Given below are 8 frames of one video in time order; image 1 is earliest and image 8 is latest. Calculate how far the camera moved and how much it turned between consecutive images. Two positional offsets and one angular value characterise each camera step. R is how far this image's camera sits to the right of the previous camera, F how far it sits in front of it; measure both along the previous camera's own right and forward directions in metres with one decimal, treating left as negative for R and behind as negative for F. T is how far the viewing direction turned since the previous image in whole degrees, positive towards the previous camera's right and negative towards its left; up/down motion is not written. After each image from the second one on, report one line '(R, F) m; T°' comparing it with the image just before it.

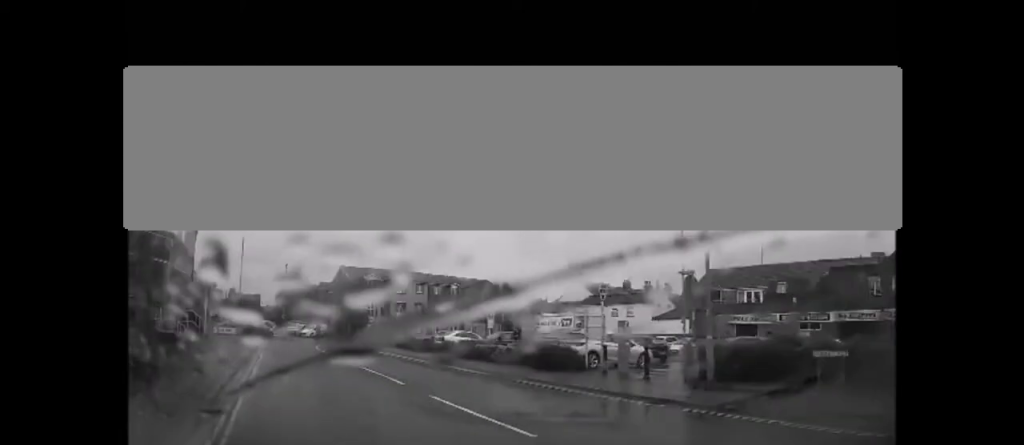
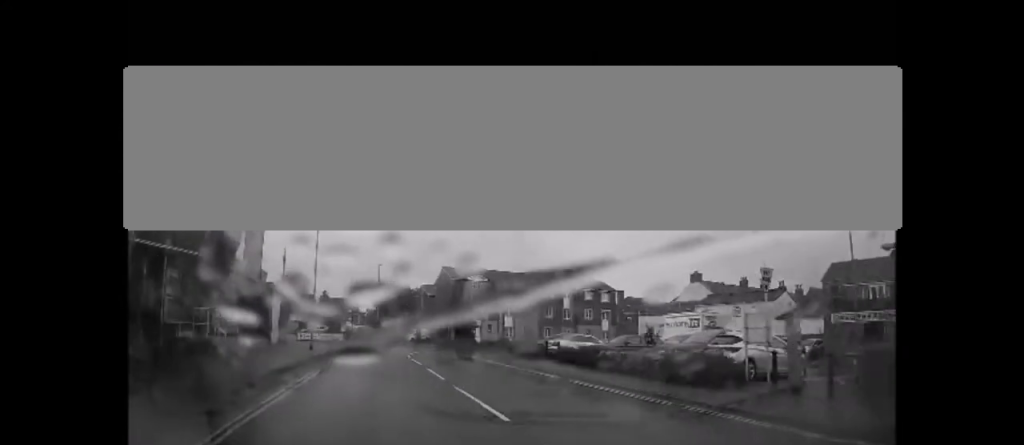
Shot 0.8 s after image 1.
(-0.3, +4.3) m; -12°
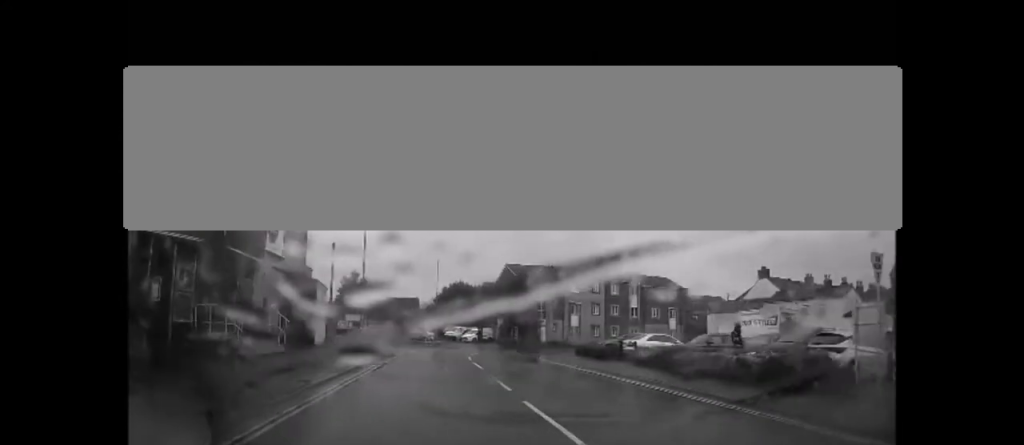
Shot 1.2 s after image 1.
(-0.3, +2.5) m; -6°
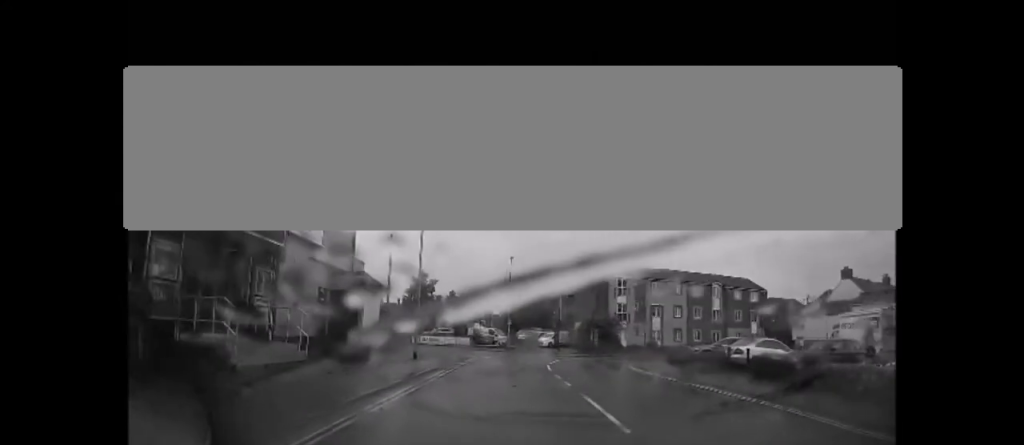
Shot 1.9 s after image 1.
(-0.4, +4.3) m; -7°
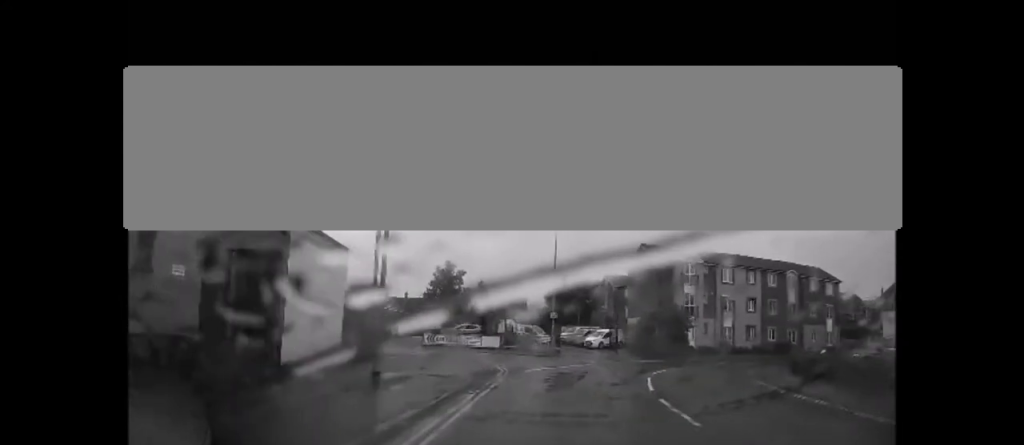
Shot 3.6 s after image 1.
(-0.9, +11.4) m; -2°
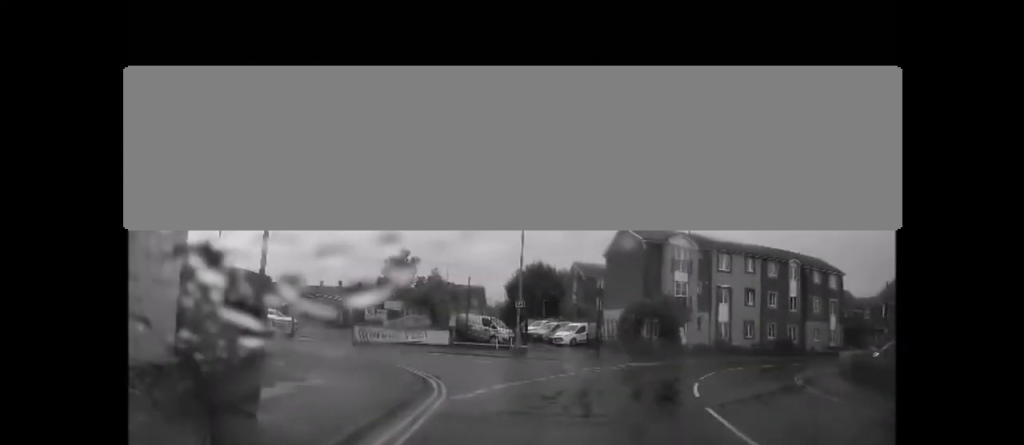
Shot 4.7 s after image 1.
(+0.6, +7.7) m; +6°
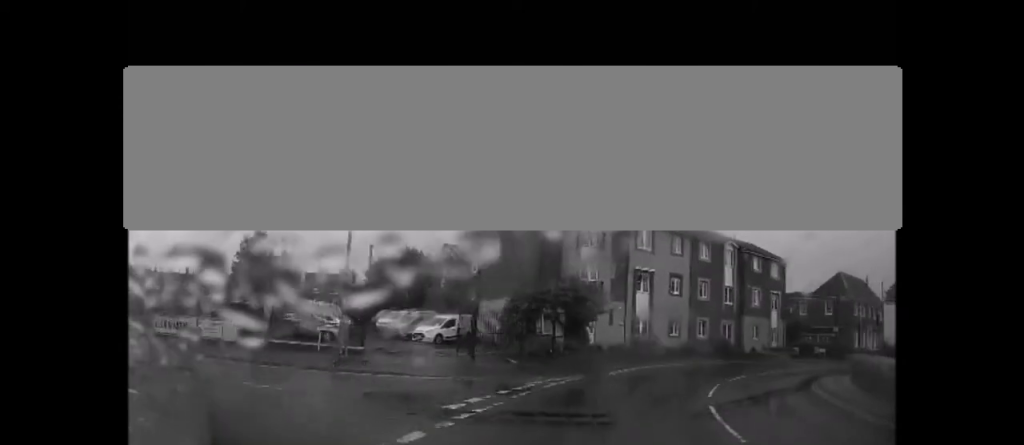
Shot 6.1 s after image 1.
(+0.8, +10.2) m; +14°
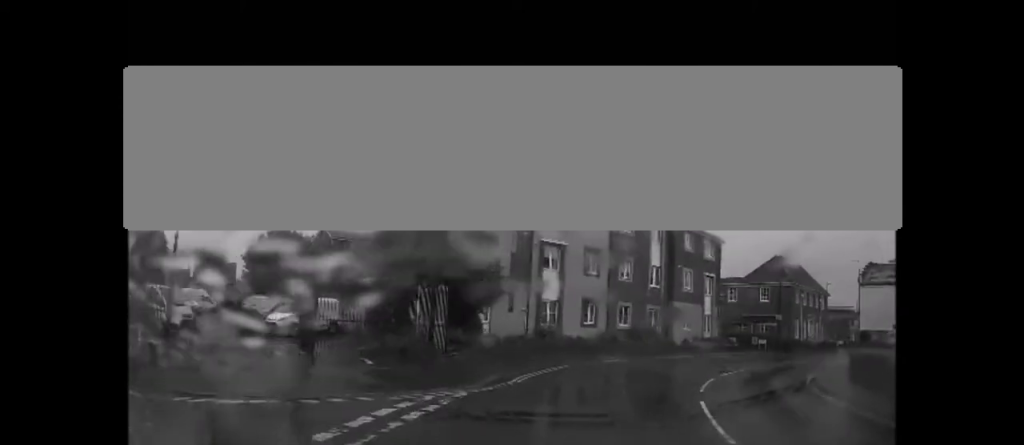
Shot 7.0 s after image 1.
(+0.7, +6.5) m; +12°
